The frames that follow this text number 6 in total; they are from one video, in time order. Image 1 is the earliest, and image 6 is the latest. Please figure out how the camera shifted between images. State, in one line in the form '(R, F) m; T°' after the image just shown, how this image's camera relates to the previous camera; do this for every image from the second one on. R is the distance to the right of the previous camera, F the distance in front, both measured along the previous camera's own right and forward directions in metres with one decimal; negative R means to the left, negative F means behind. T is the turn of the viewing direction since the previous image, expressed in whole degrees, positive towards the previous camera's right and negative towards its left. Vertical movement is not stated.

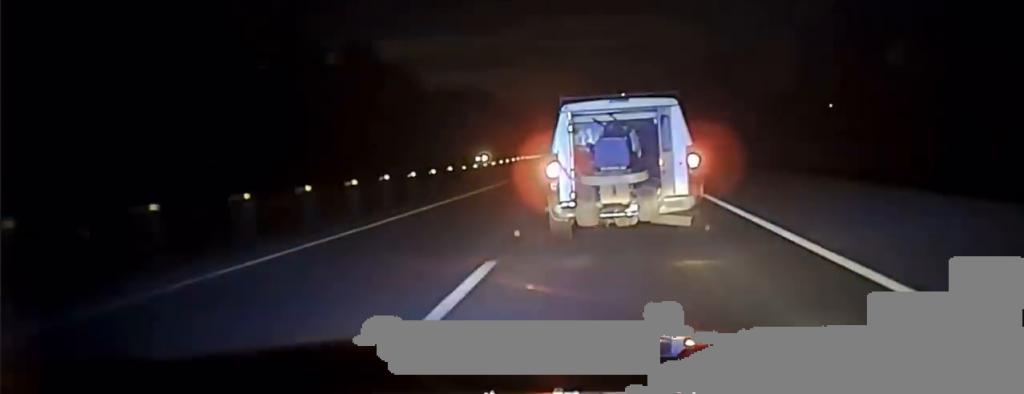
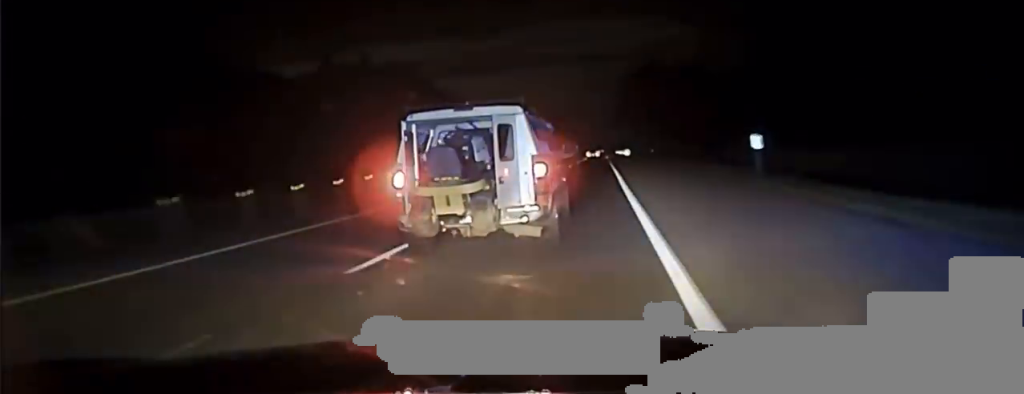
(0.0, +112.0) m; 0°
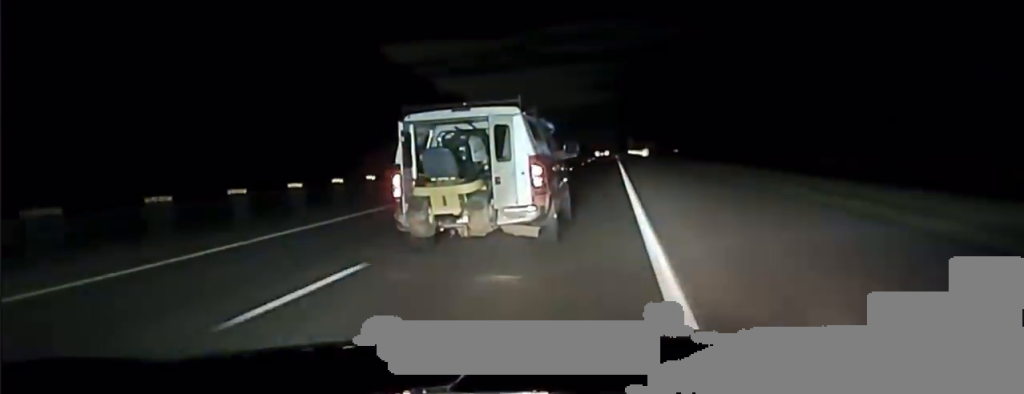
(-0.1, +43.9) m; 0°
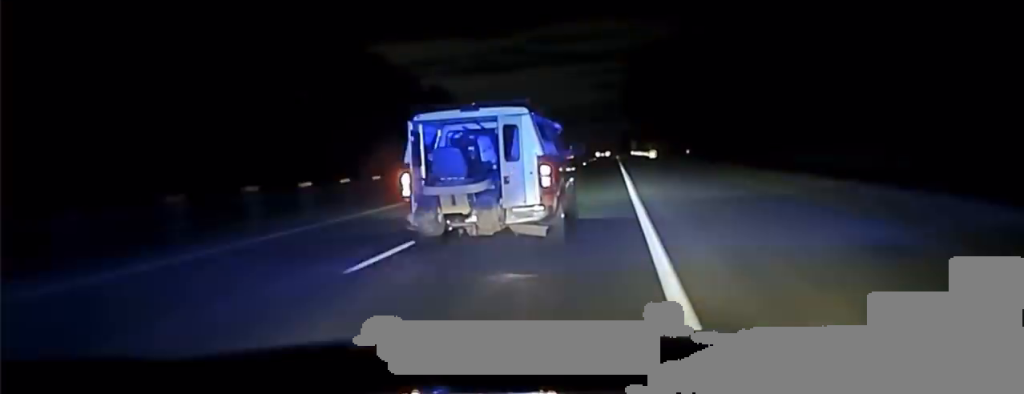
(-0.1, +25.0) m; 0°
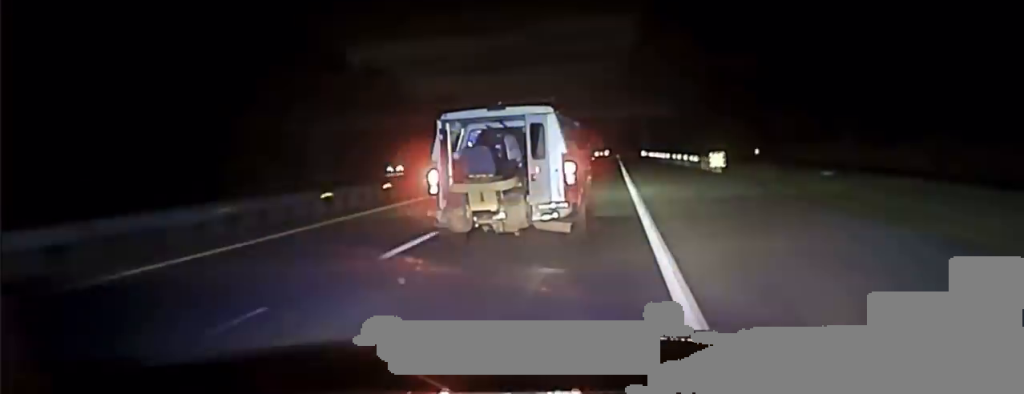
(-0.3, +63.2) m; 0°
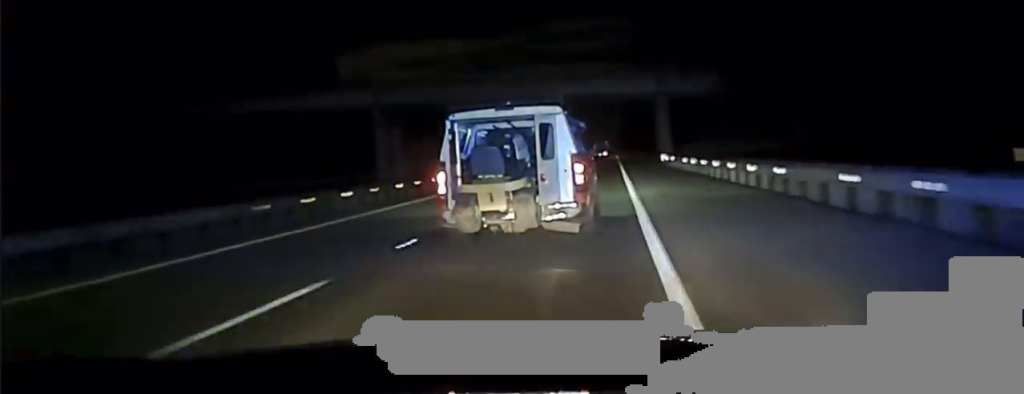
(+0.1, +38.7) m; 0°
